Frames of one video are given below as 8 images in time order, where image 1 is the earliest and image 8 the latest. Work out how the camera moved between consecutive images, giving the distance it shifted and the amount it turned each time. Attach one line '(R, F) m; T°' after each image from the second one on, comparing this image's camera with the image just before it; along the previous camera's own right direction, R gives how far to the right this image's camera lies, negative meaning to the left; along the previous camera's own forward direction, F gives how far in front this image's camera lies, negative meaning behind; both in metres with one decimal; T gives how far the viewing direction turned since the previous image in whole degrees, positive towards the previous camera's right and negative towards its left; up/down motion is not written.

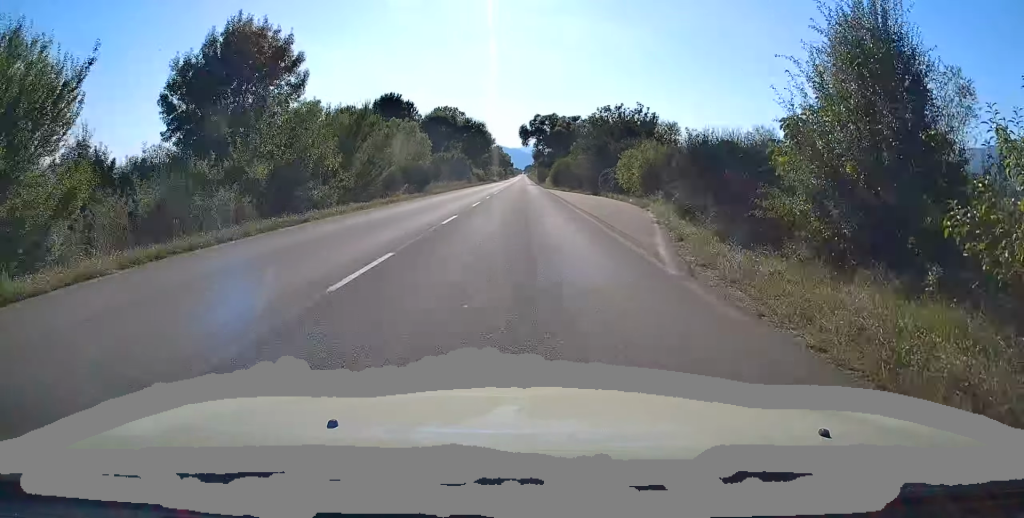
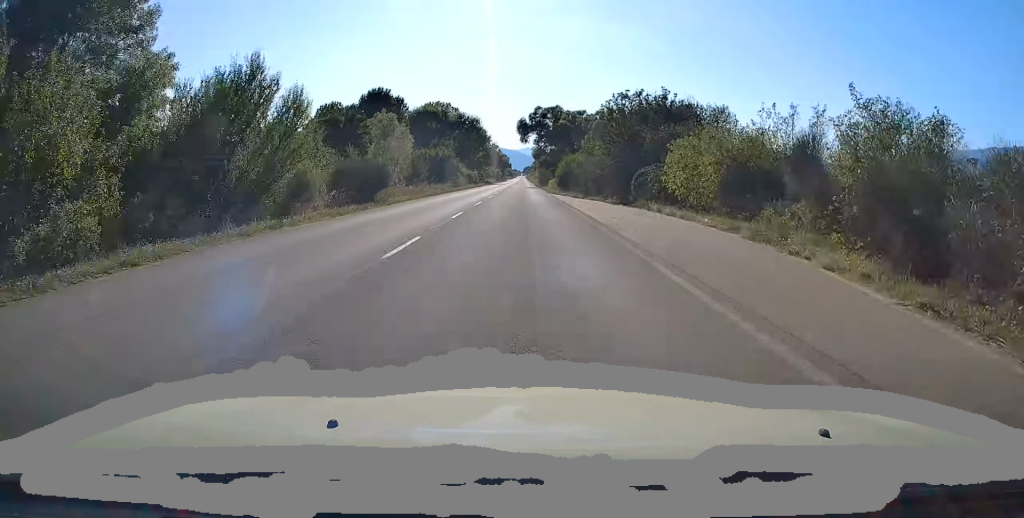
(0.0, +15.2) m; 0°
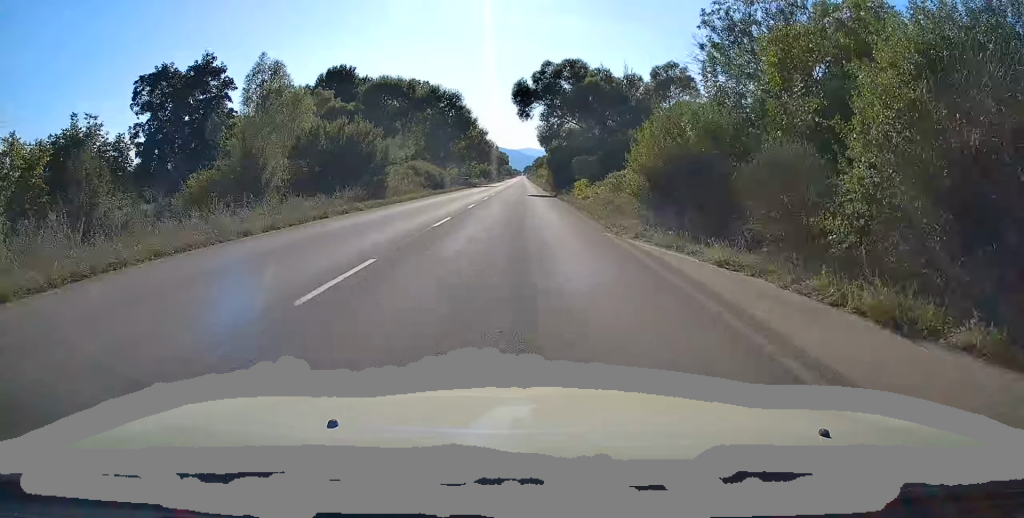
(+0.2, +39.2) m; 0°
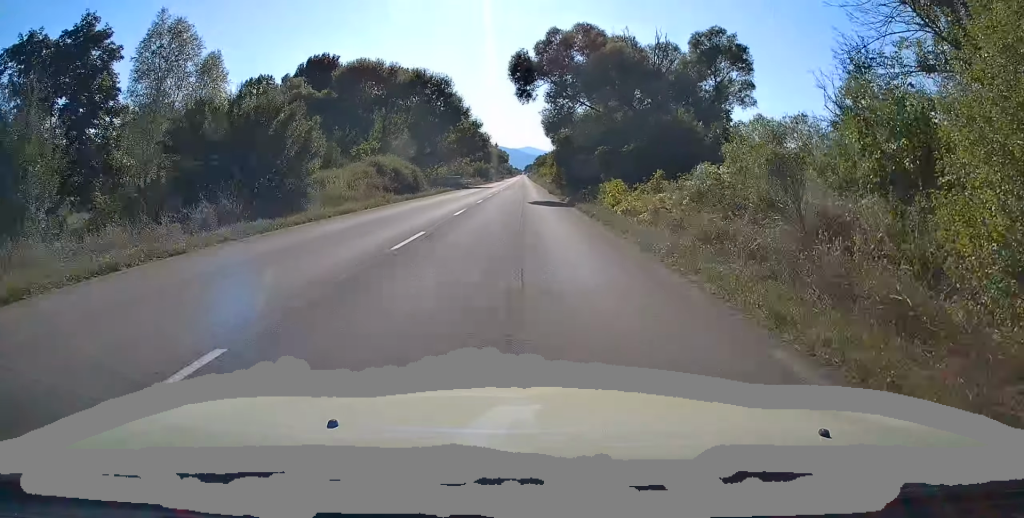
(-0.3, +13.6) m; 0°
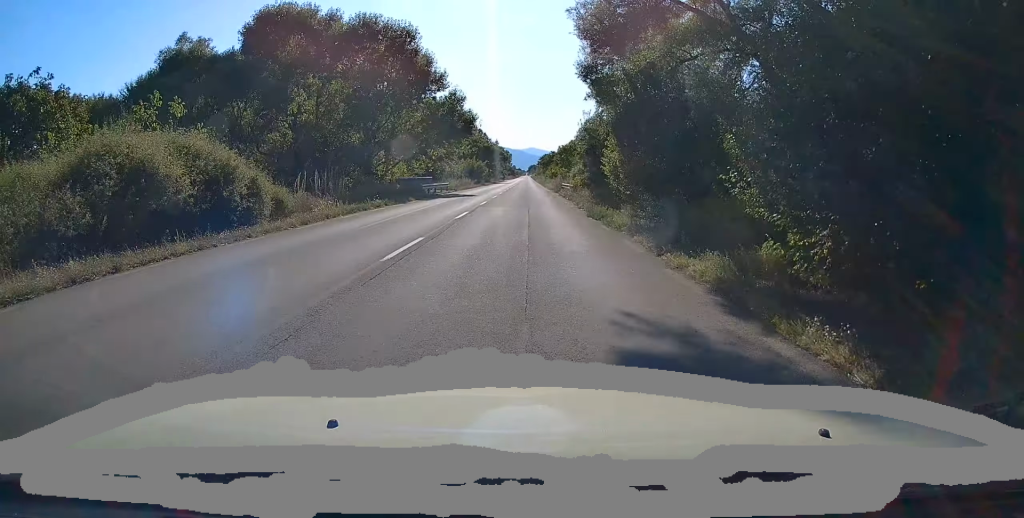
(+0.1, +28.0) m; 0°
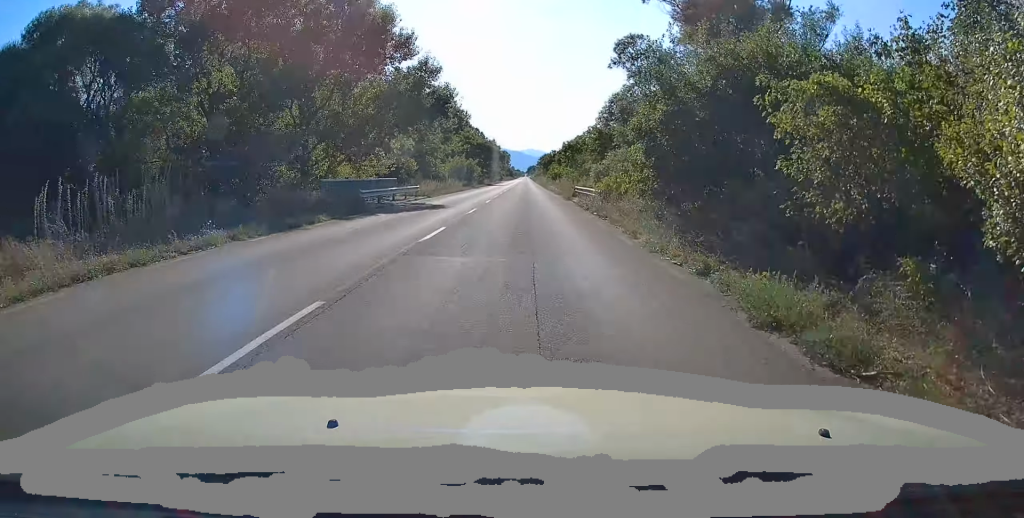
(0.0, +15.2) m; 0°
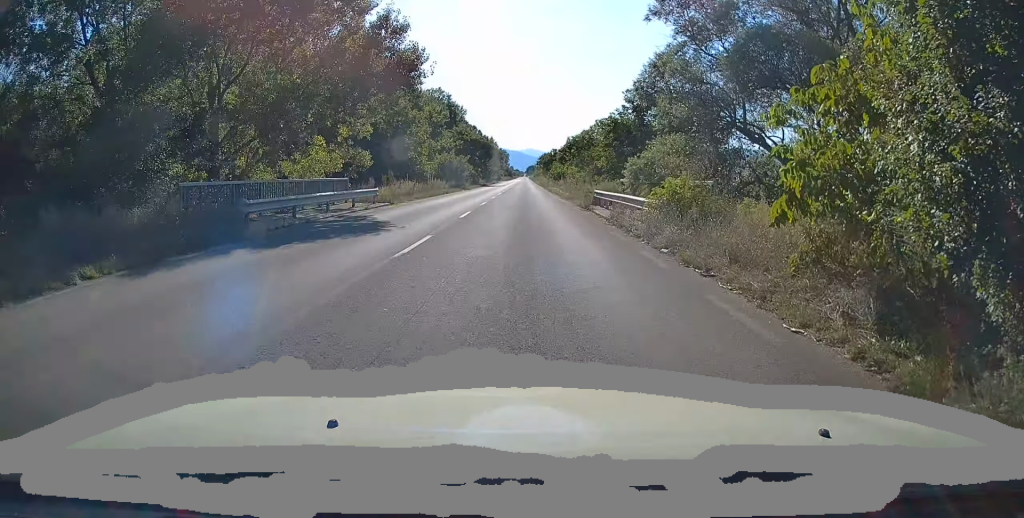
(-0.1, +11.2) m; 0°
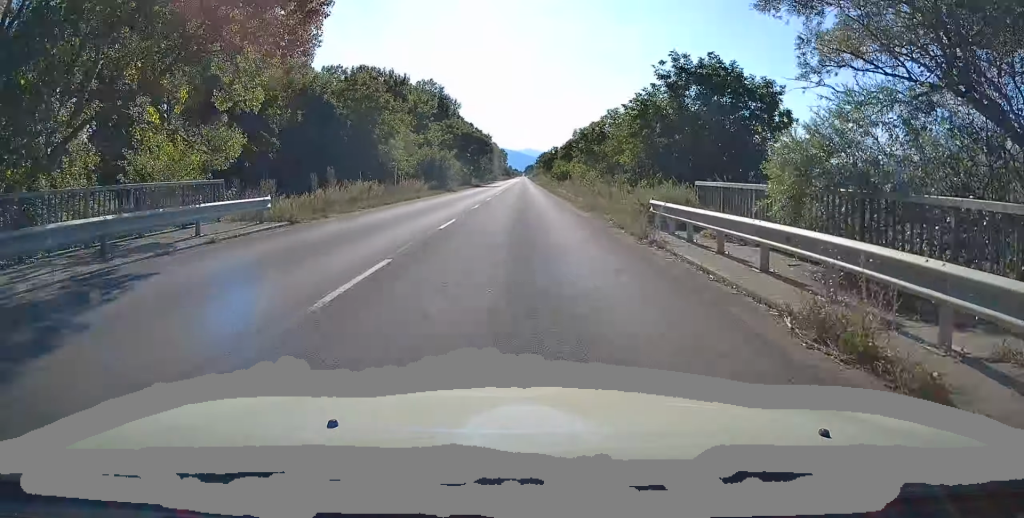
(0.0, +12.8) m; 0°
